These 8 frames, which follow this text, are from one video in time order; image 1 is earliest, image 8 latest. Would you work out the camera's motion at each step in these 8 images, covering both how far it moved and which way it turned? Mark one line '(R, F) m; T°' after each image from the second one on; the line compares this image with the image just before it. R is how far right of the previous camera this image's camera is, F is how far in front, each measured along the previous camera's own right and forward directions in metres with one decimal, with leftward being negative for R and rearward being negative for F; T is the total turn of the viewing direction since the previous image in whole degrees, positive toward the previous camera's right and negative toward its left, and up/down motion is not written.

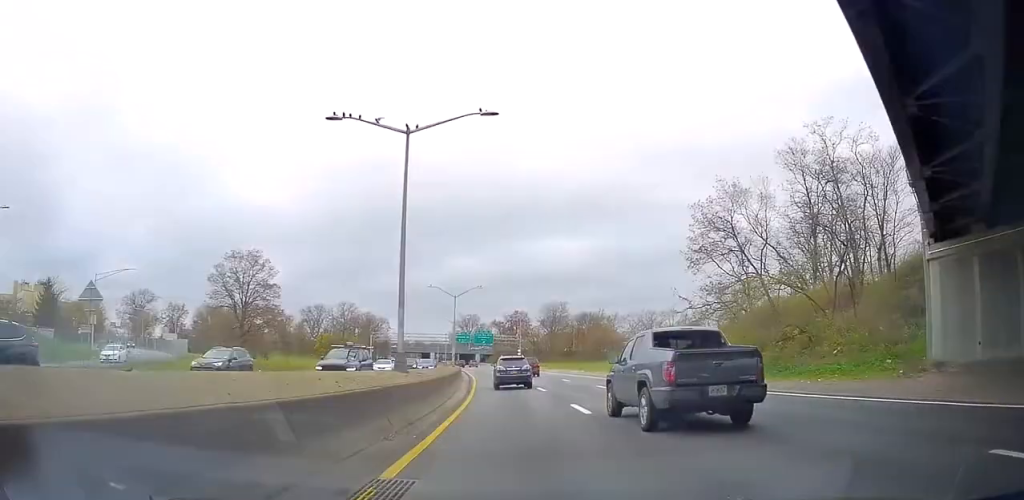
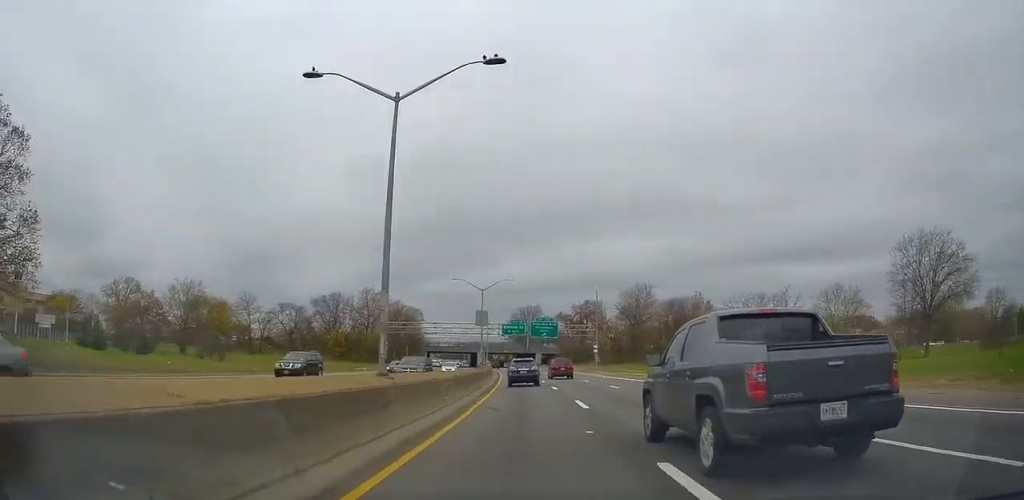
(-3.2, +48.4) m; -8°
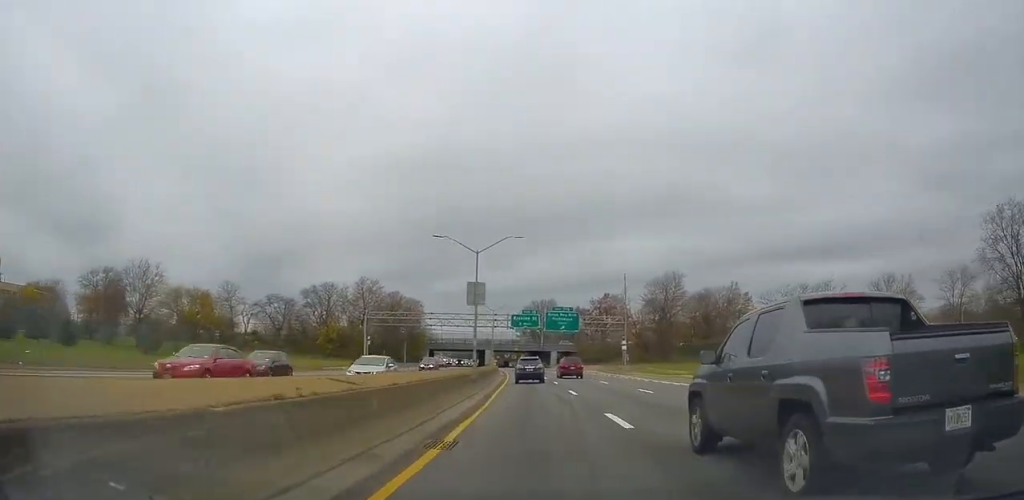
(-0.7, +18.7) m; -2°
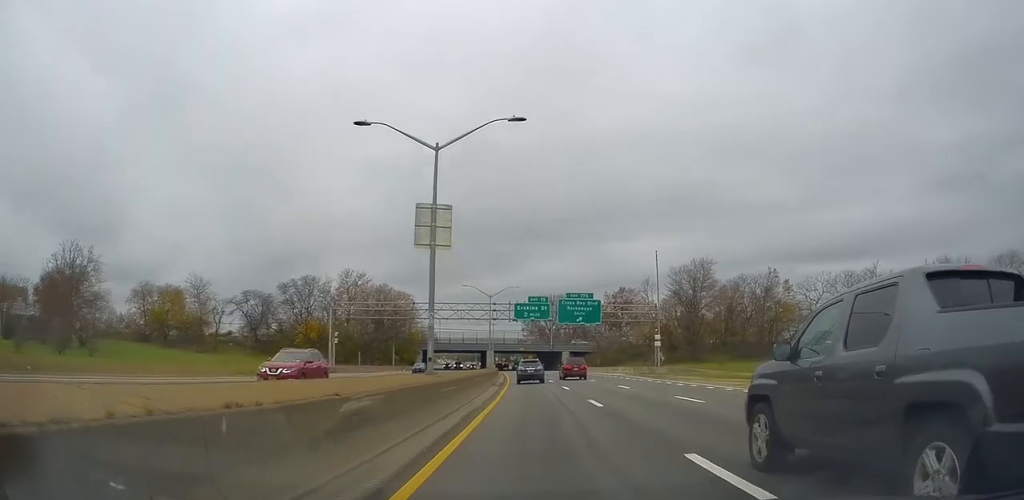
(+0.6, +19.3) m; -1°
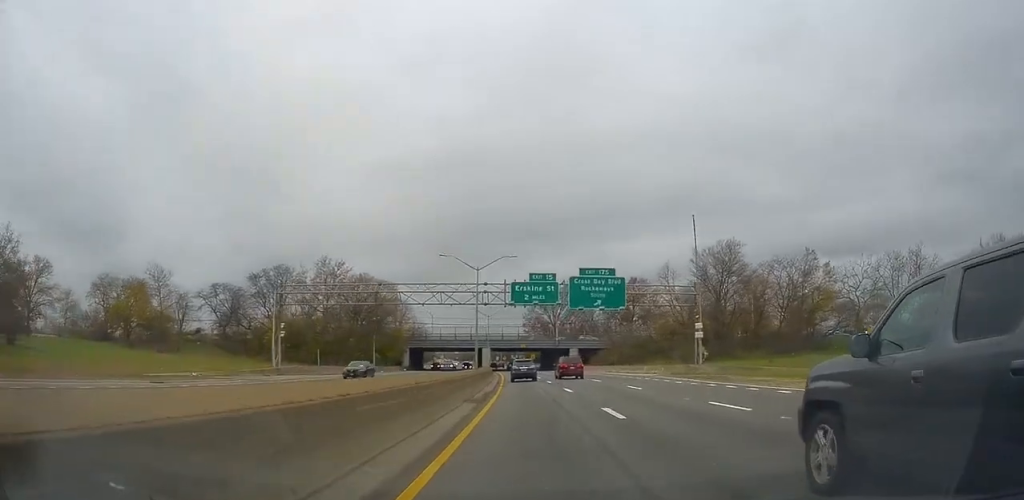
(-0.8, +17.3) m; -2°
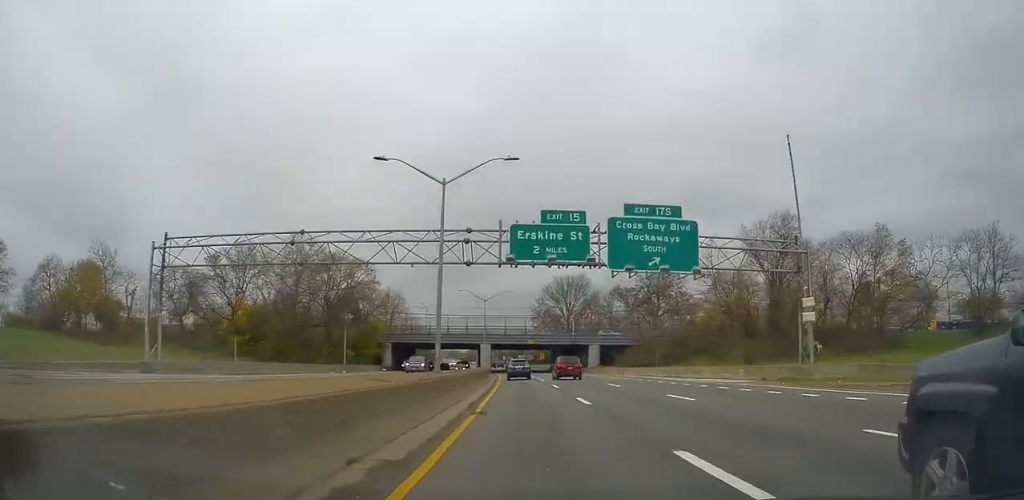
(-0.3, +21.7) m; -1°
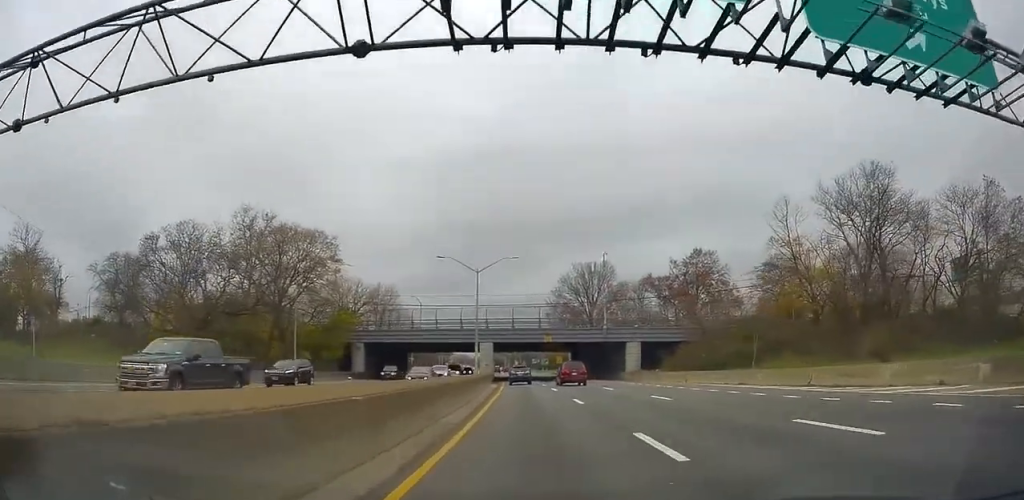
(-0.1, +23.4) m; -2°
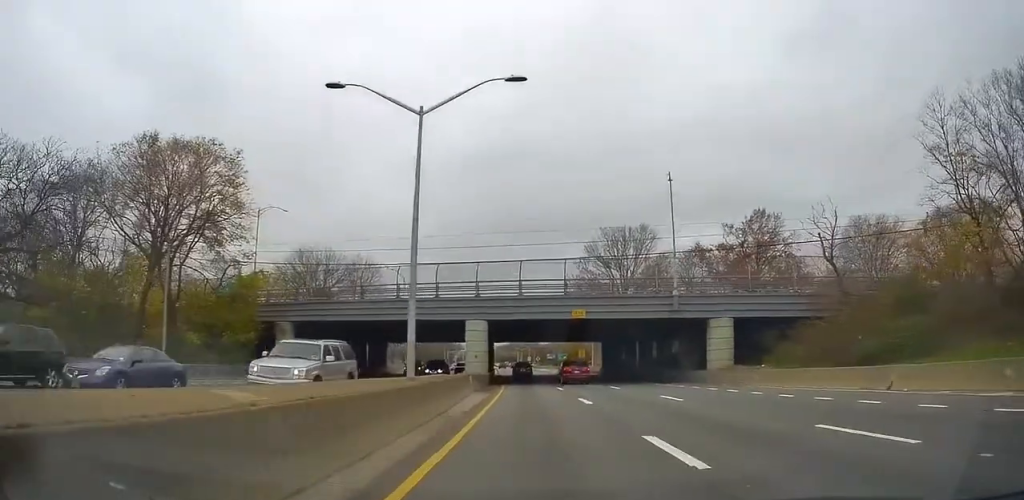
(-0.7, +26.9) m; -2°
